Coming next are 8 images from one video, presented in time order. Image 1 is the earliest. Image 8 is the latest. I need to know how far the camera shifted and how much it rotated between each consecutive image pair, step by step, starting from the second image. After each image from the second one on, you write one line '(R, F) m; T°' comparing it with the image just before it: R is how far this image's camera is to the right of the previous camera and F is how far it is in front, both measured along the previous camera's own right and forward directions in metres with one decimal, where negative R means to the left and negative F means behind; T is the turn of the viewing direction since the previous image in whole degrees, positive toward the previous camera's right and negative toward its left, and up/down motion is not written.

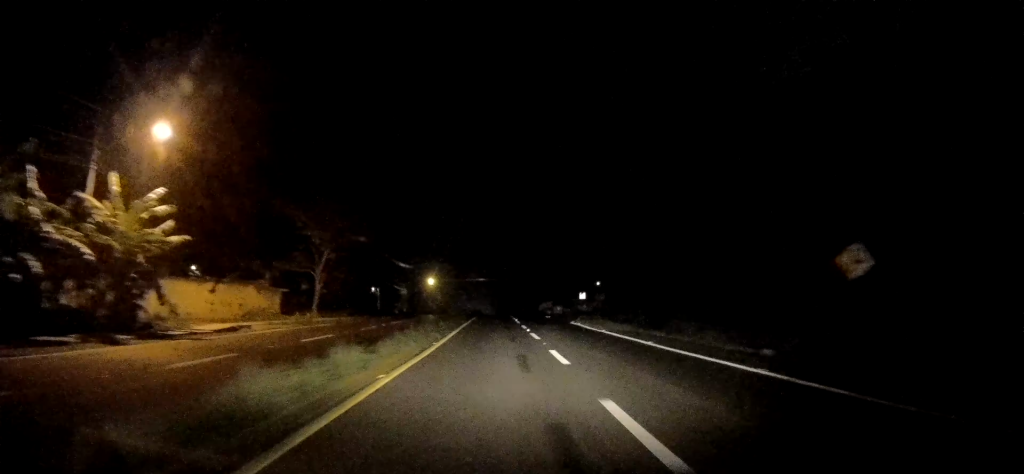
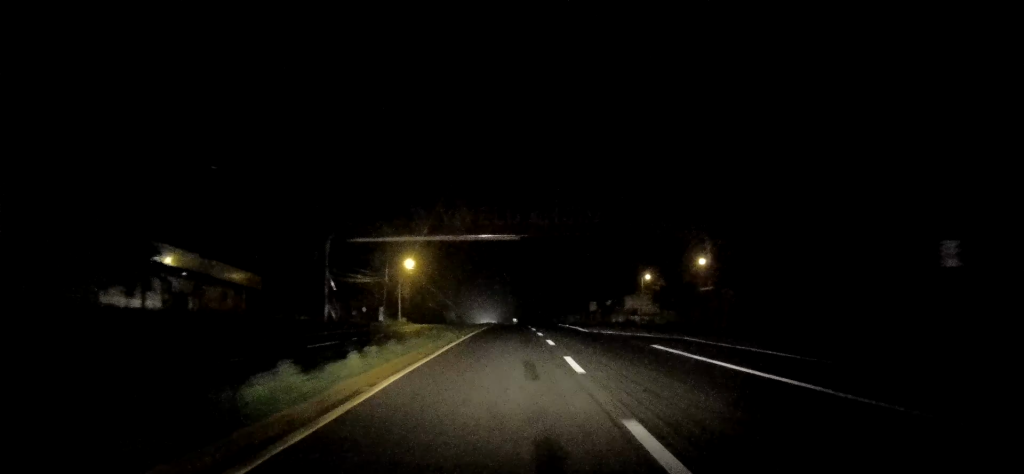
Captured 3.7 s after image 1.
(-0.2, +57.1) m; -1°
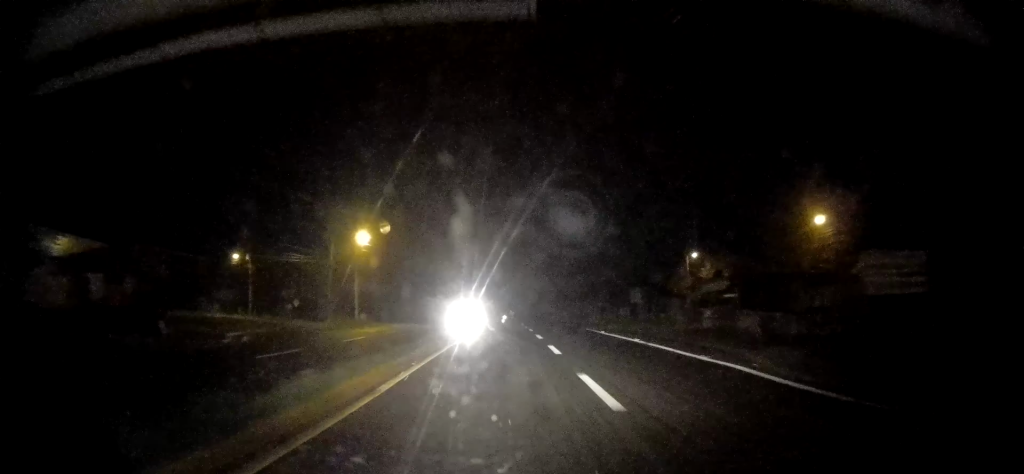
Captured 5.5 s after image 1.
(-0.3, +28.4) m; 0°
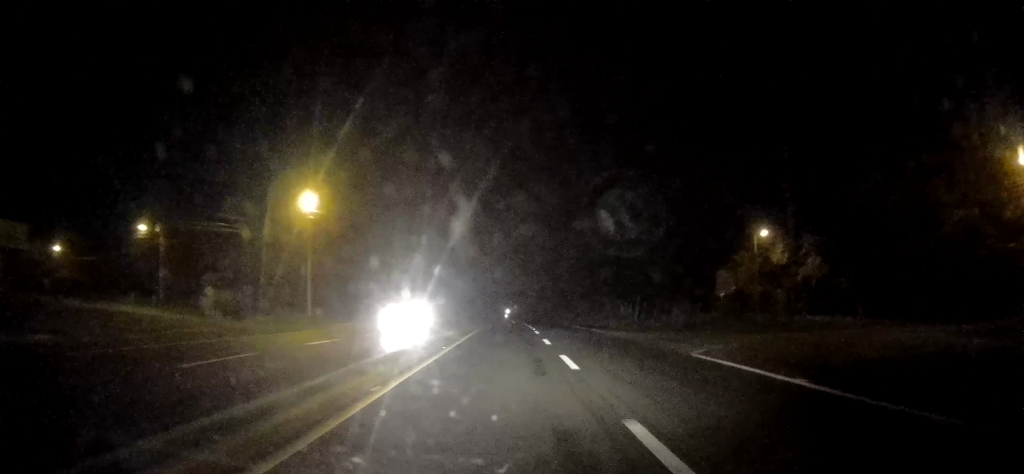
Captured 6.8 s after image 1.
(+0.2, +19.7) m; 0°
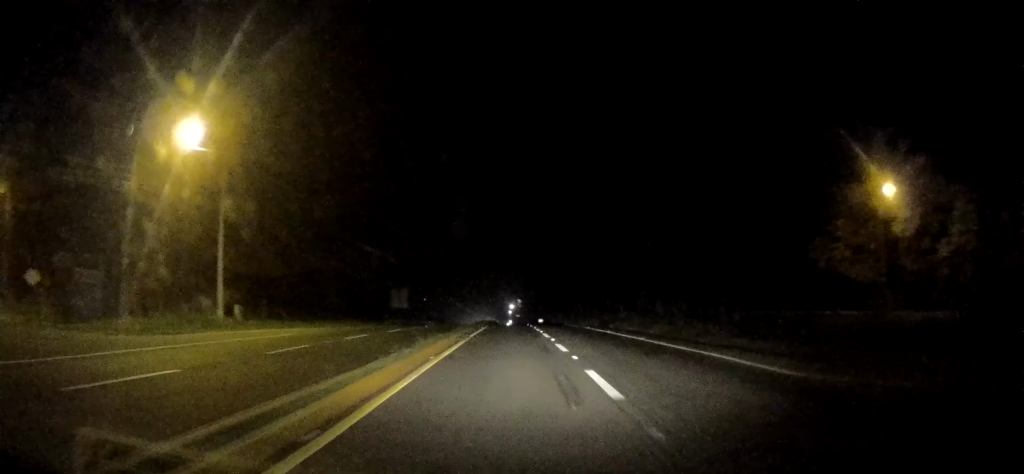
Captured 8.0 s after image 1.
(+0.1, +19.9) m; 0°
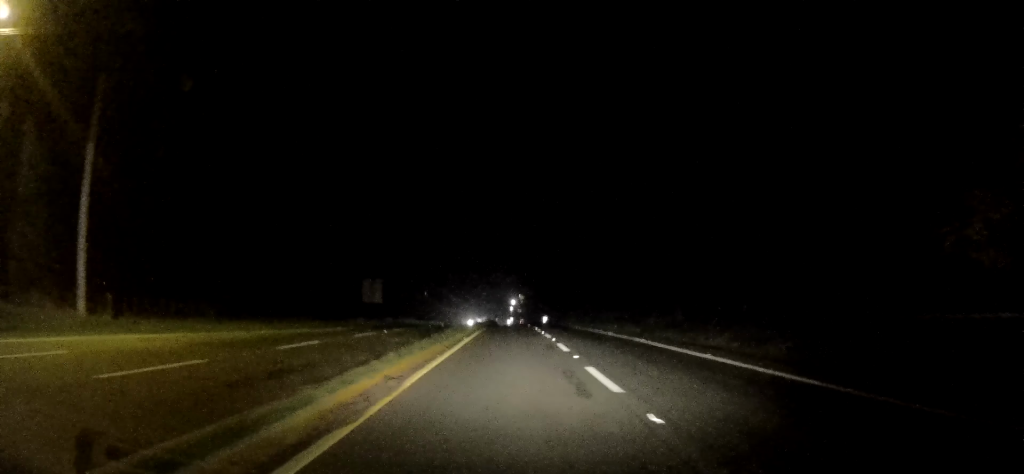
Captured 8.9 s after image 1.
(-0.1, +14.9) m; 0°
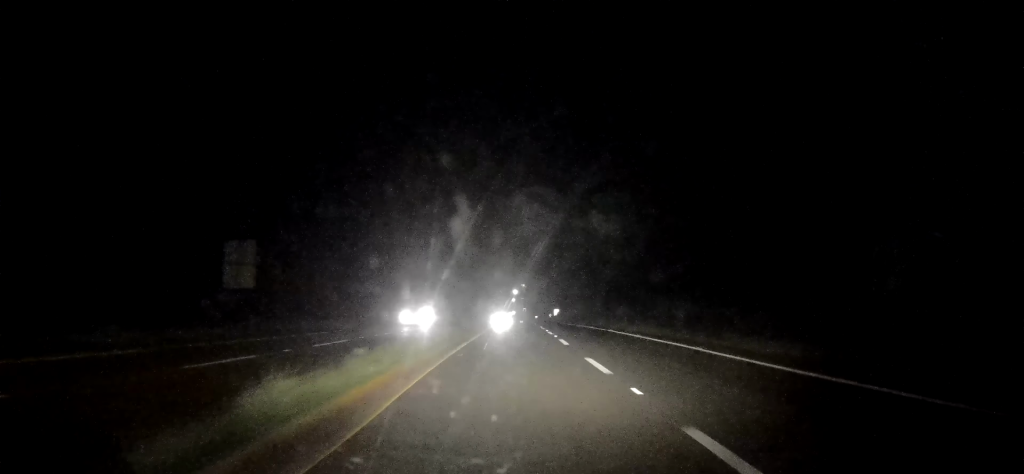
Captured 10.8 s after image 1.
(-0.2, +31.0) m; 0°
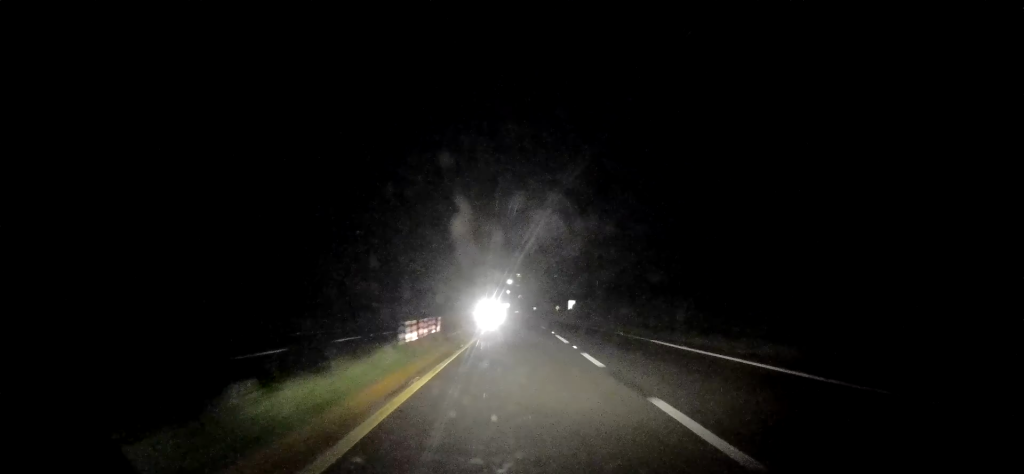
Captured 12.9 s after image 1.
(-0.1, +38.8) m; +1°
